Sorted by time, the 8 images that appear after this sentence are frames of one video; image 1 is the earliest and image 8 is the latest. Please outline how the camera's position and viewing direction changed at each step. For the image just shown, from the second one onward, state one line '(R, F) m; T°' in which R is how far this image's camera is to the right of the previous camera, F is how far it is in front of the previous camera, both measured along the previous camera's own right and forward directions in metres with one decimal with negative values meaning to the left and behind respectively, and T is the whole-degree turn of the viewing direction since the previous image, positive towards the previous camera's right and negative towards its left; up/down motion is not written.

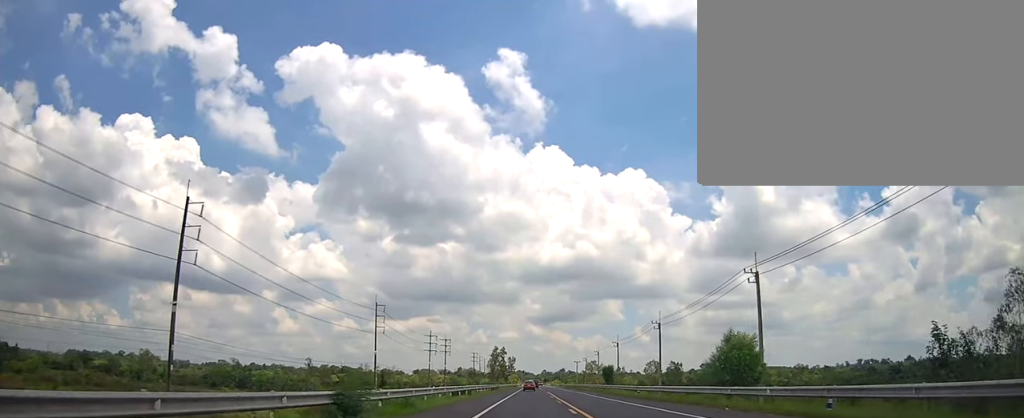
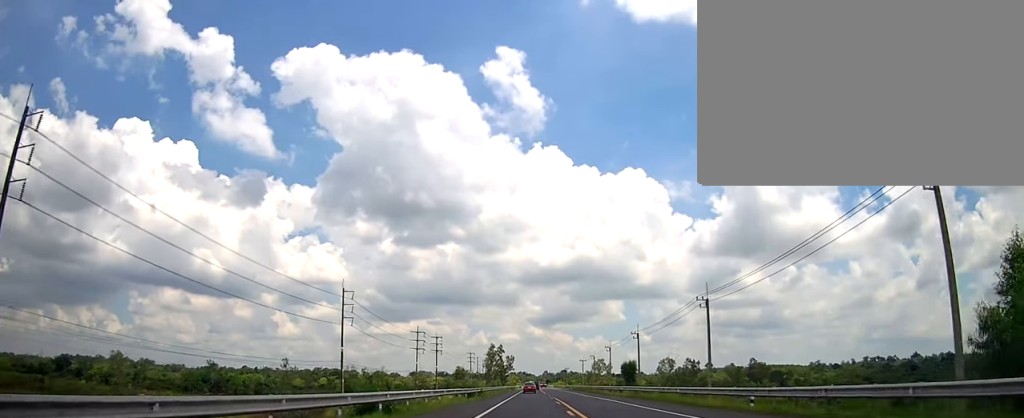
(+0.3, +24.1) m; -1°
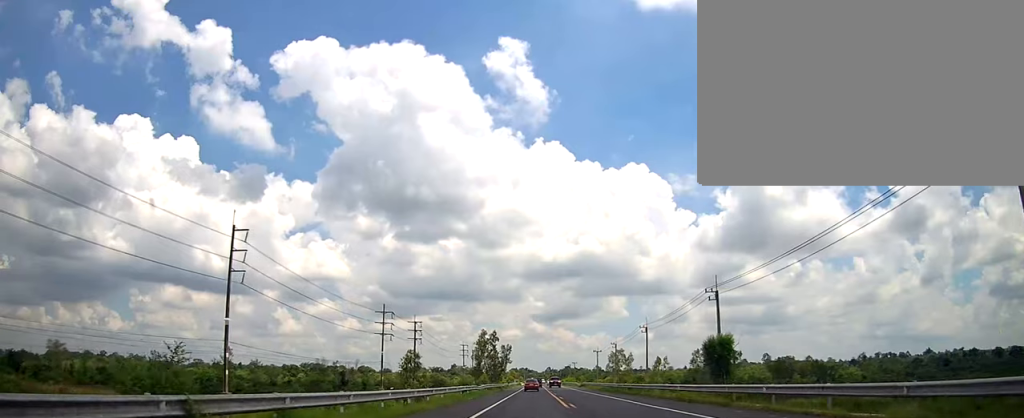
(-0.6, +43.7) m; -1°
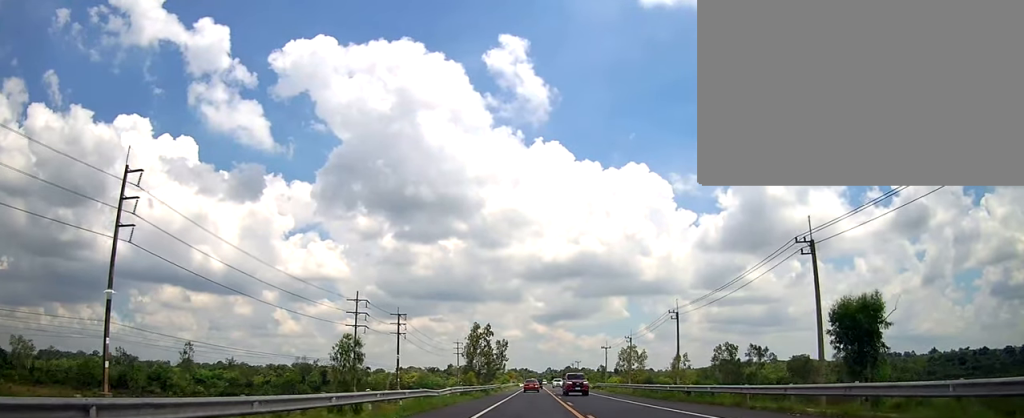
(-0.4, +21.7) m; -1°
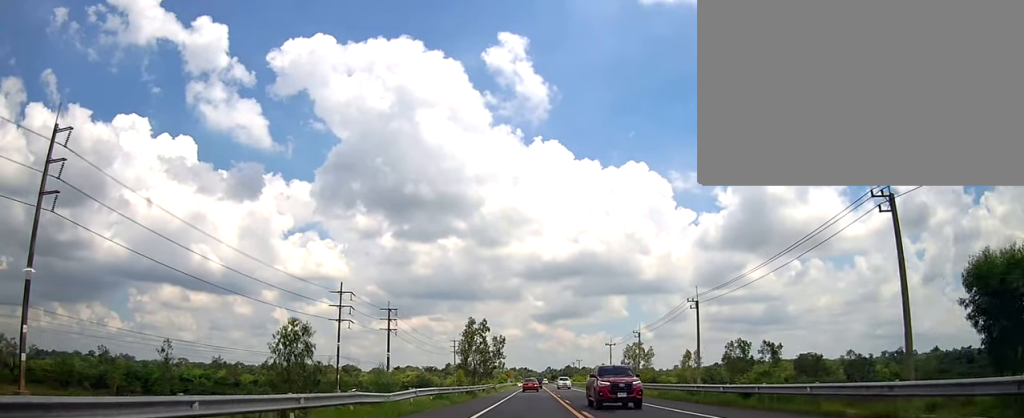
(-0.1, +9.9) m; 0°
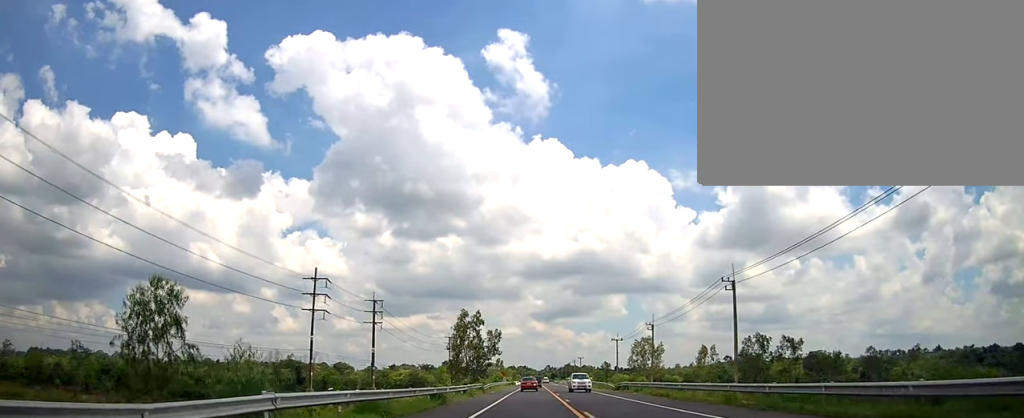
(+0.2, +13.2) m; +2°
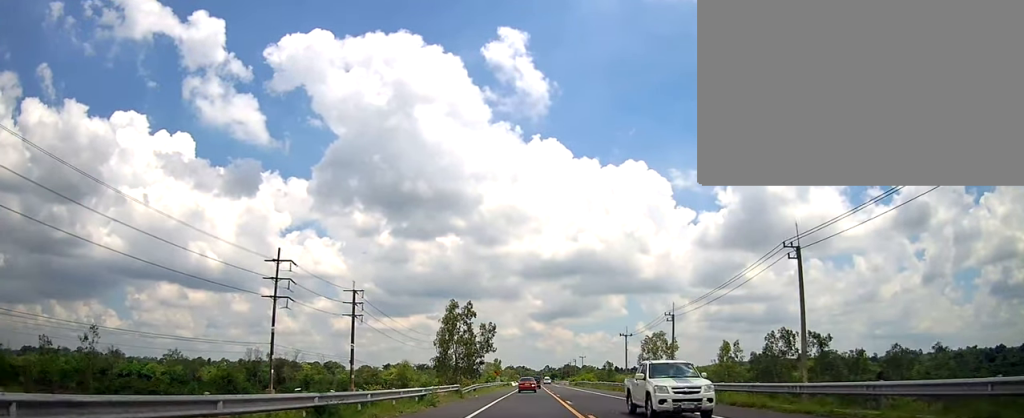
(+0.4, +14.7) m; 0°
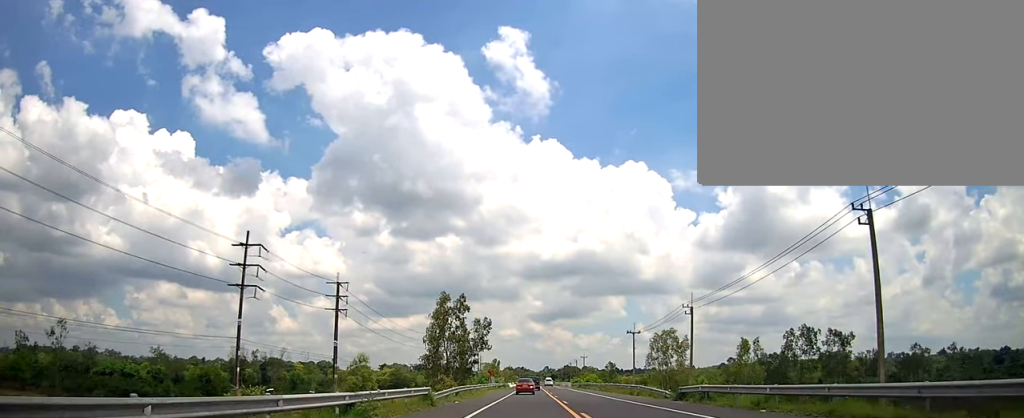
(+0.3, +10.1) m; -1°
